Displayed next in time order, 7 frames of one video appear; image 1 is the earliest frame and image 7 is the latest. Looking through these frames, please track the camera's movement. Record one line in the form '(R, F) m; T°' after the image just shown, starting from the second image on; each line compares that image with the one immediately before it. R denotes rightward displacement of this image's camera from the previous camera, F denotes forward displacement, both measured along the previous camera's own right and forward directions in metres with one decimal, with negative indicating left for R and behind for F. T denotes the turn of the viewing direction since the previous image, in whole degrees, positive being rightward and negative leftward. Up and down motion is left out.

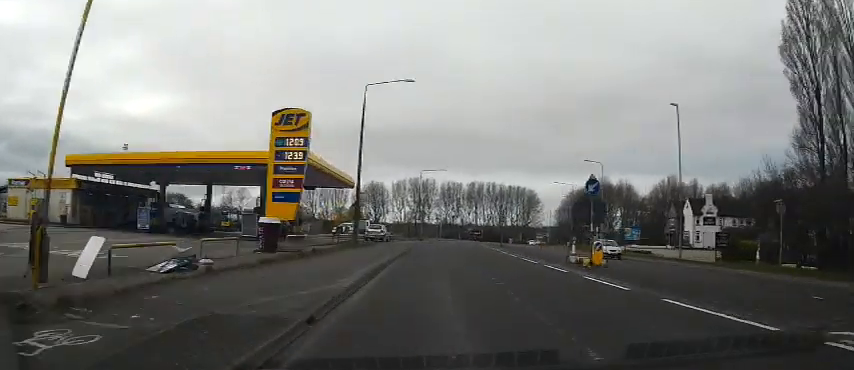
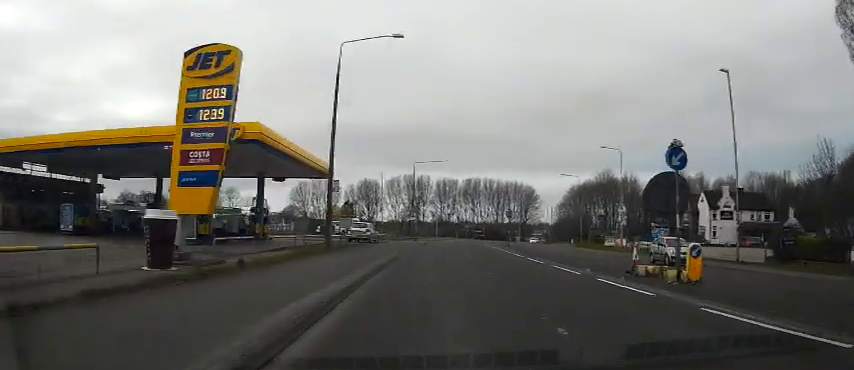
(0.0, +8.0) m; 0°
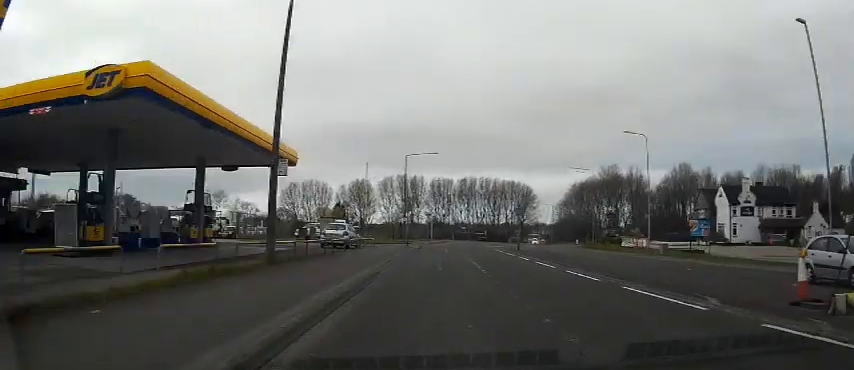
(0.0, +7.9) m; 0°
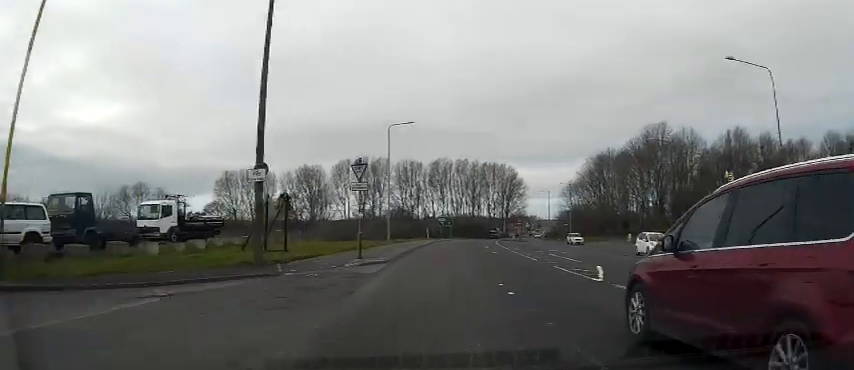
(+1.7, +43.6) m; +5°
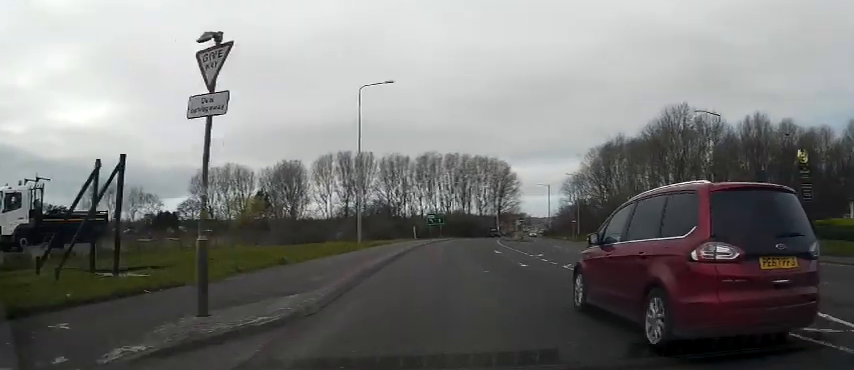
(+0.3, +12.2) m; +1°
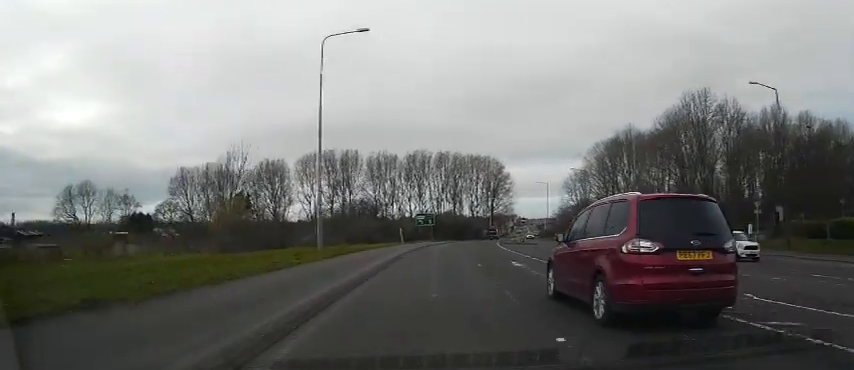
(0.0, +9.2) m; 0°
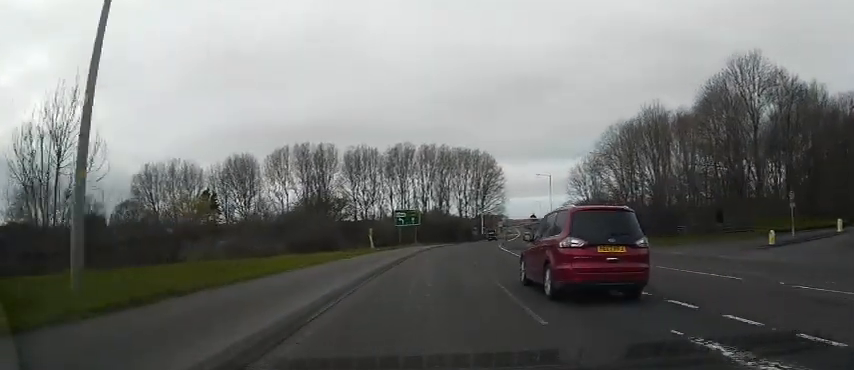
(0.0, +16.1) m; +1°
